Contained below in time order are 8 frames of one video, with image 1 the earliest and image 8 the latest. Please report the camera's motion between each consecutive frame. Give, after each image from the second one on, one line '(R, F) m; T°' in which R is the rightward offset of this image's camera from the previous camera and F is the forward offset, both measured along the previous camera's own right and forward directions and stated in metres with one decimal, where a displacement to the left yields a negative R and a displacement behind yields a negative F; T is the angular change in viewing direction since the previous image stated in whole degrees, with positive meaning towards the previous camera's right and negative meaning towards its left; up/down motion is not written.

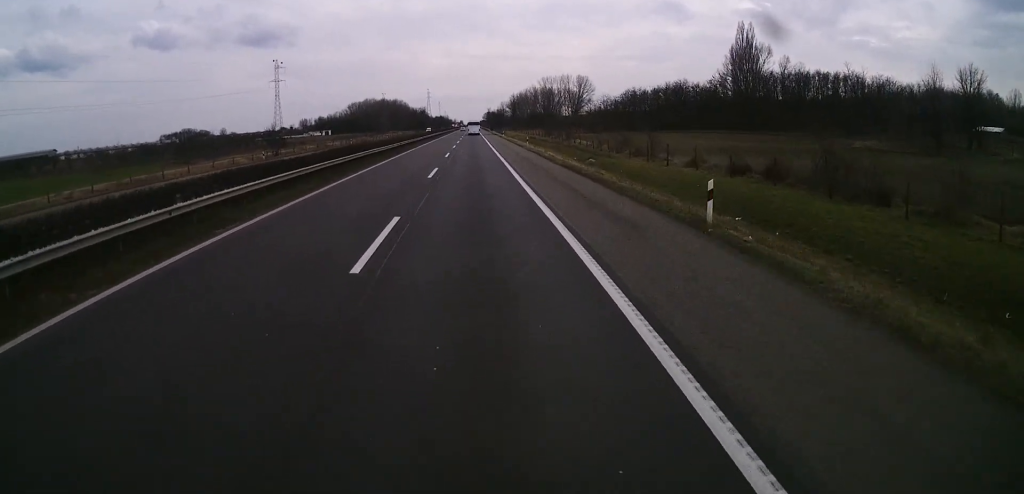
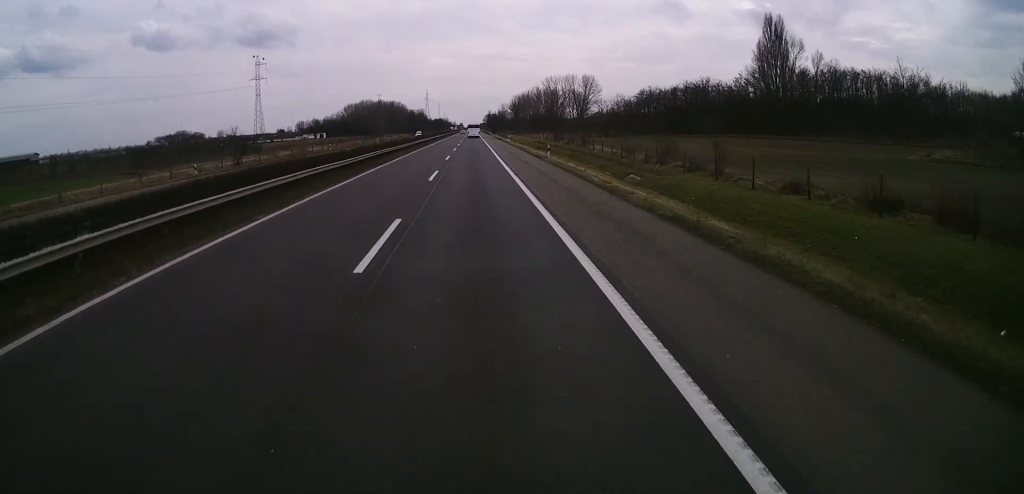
(-0.2, +17.7) m; 0°
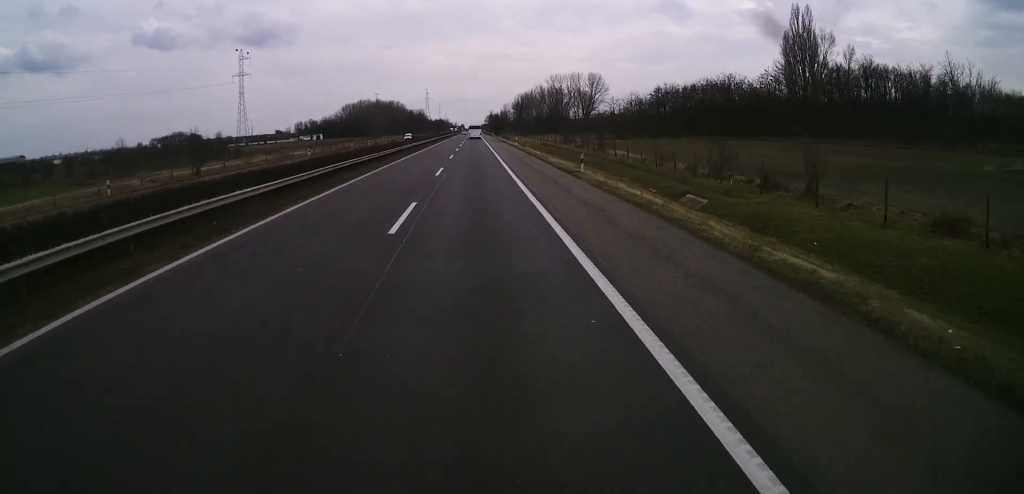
(+0.1, +13.9) m; 0°
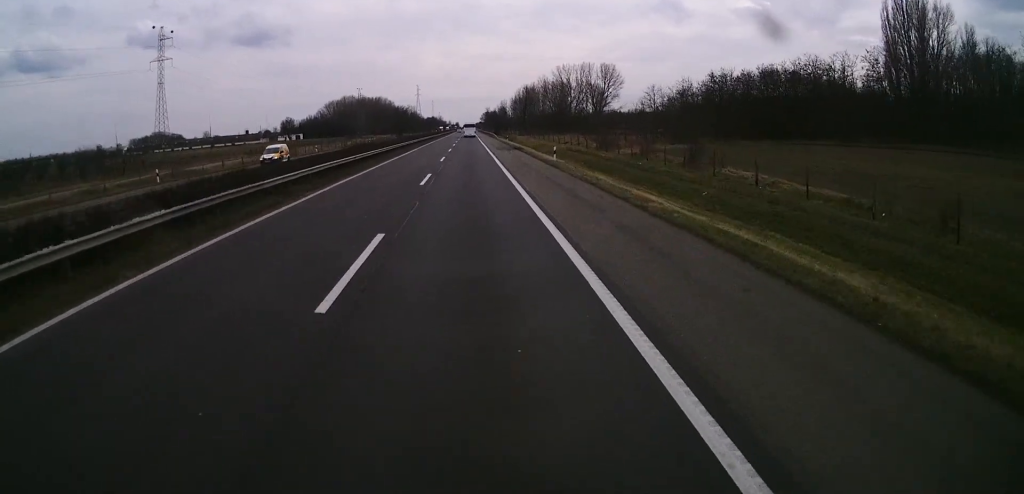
(+0.2, +42.3) m; +1°
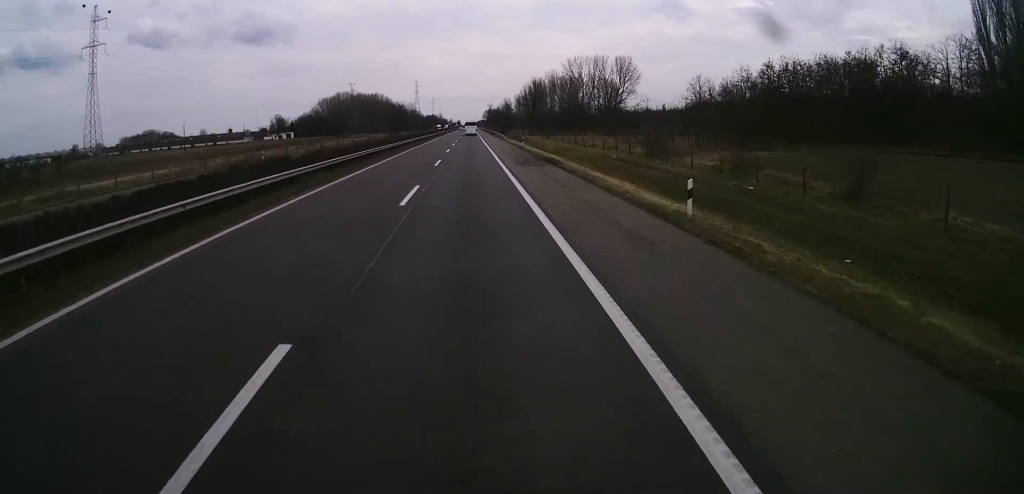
(0.0, +25.3) m; 0°
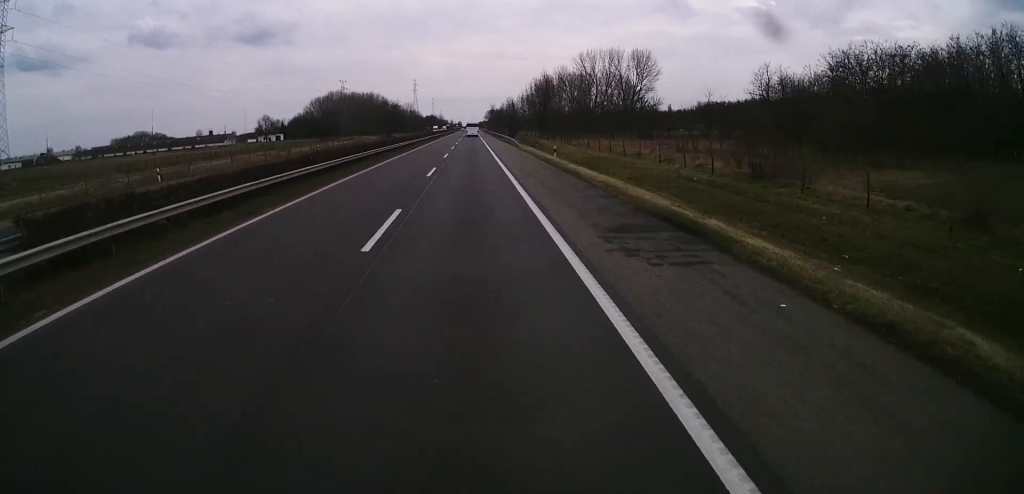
(+0.1, +24.6) m; 0°
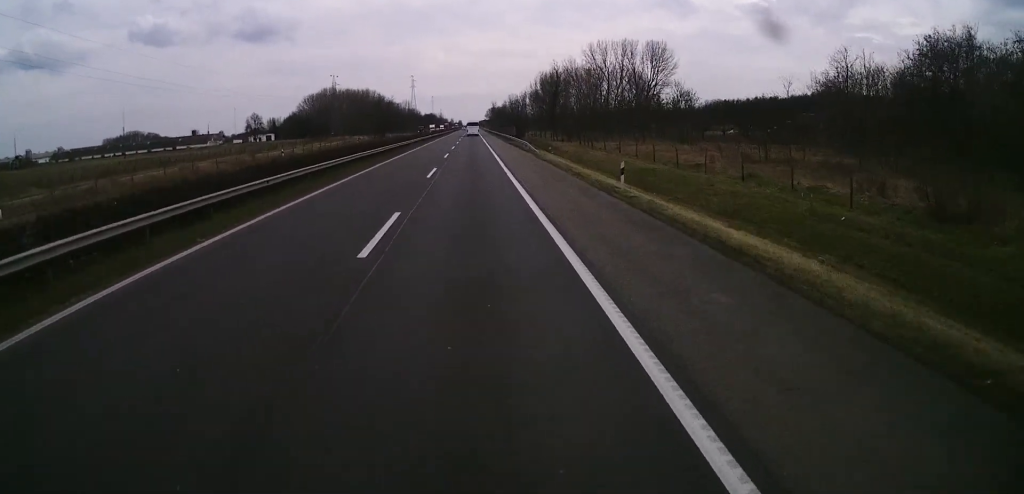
(-0.1, +18.4) m; 0°
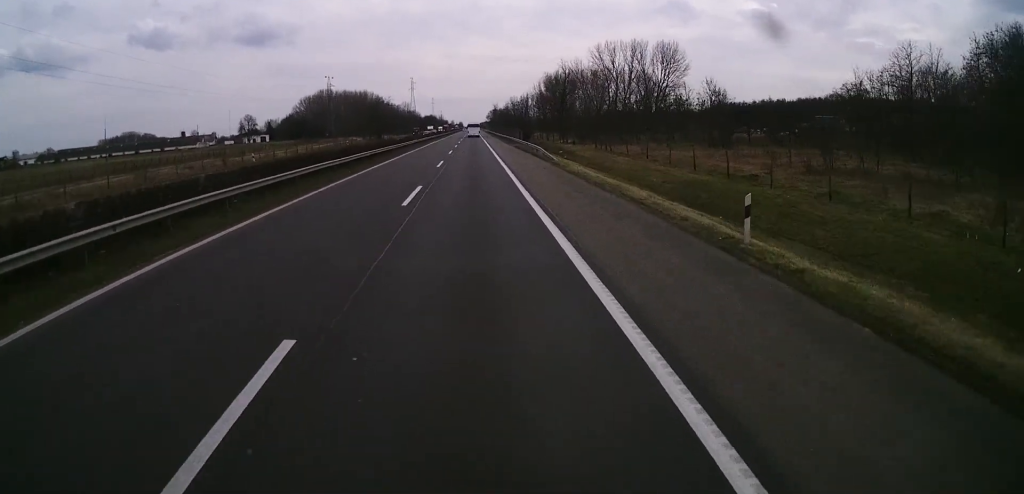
(-0.2, +10.8) m; 0°
